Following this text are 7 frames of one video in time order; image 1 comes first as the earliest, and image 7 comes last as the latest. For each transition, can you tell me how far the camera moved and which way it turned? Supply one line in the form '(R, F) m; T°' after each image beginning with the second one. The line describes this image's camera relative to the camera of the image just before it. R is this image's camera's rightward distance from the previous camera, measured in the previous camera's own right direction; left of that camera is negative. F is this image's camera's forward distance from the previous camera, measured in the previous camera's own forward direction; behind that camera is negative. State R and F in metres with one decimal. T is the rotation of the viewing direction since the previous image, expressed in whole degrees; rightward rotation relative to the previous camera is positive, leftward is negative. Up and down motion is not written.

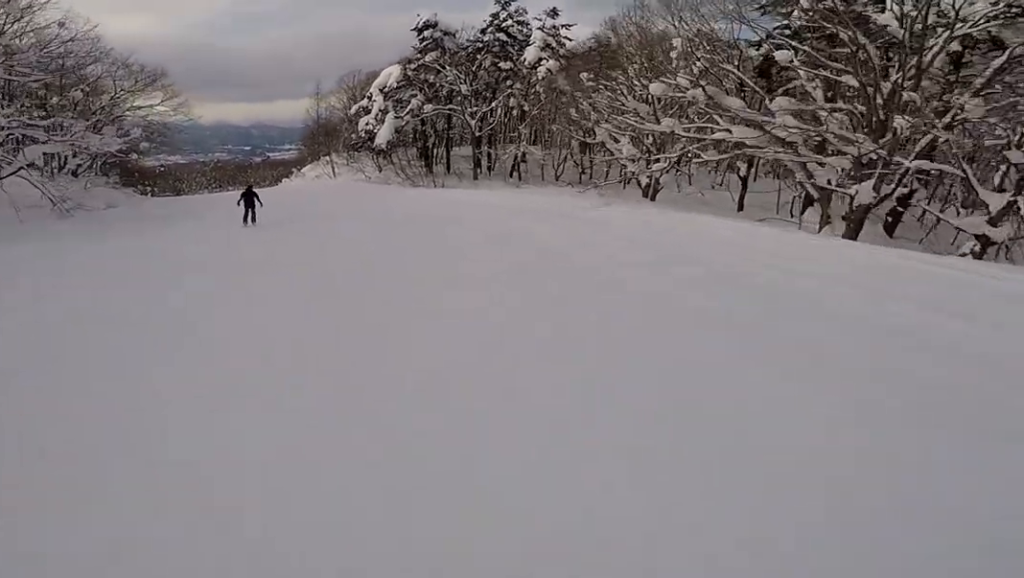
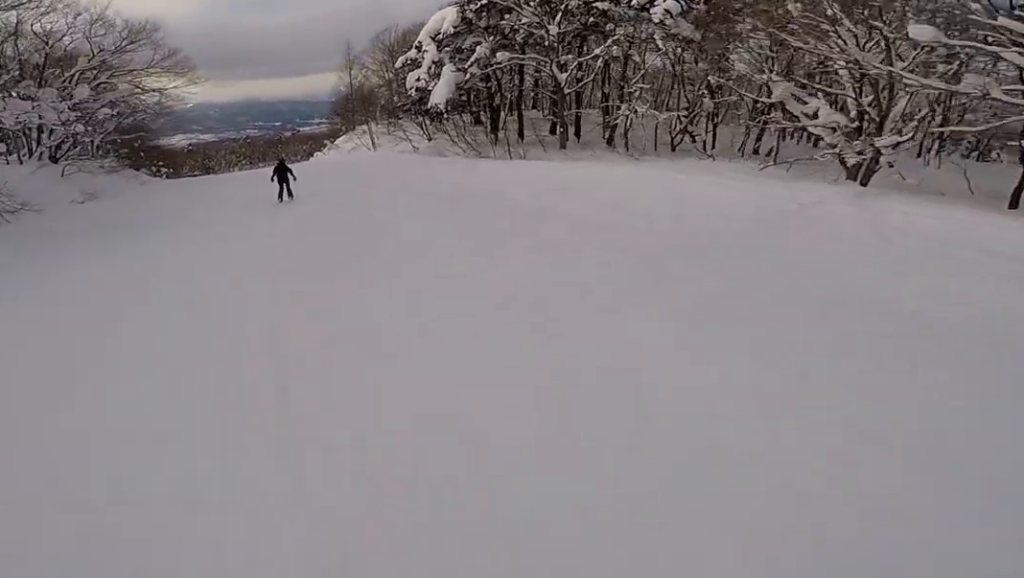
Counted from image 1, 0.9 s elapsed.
(+0.3, +9.6) m; -3°
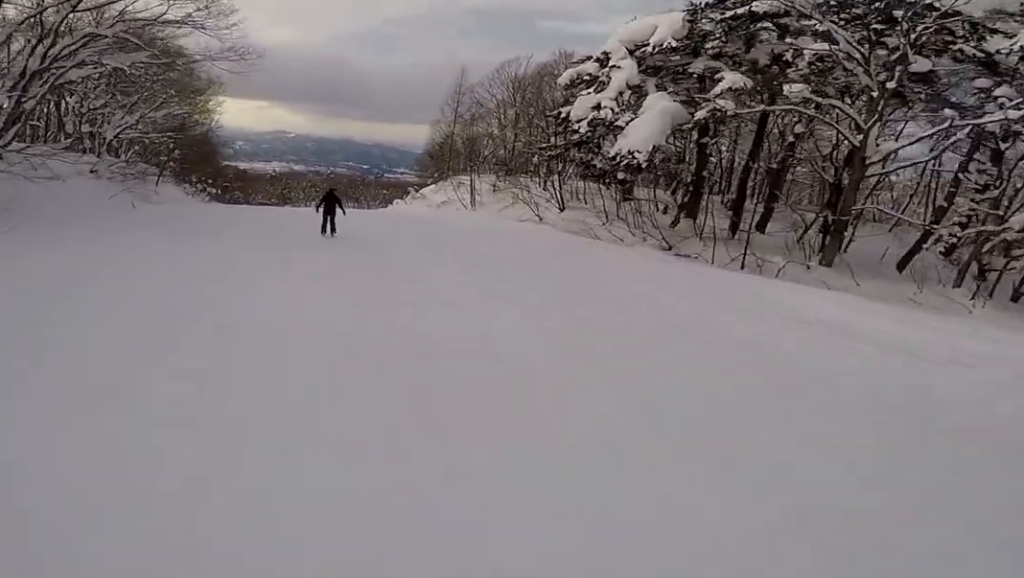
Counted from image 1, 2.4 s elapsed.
(-1.9, +14.3) m; -11°
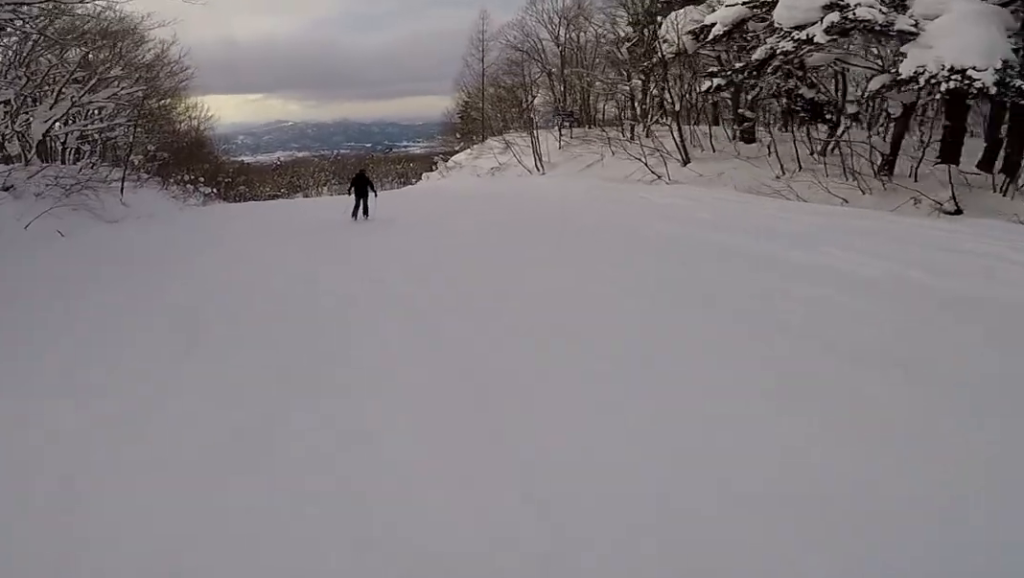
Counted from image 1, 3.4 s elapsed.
(0.0, +9.5) m; +7°
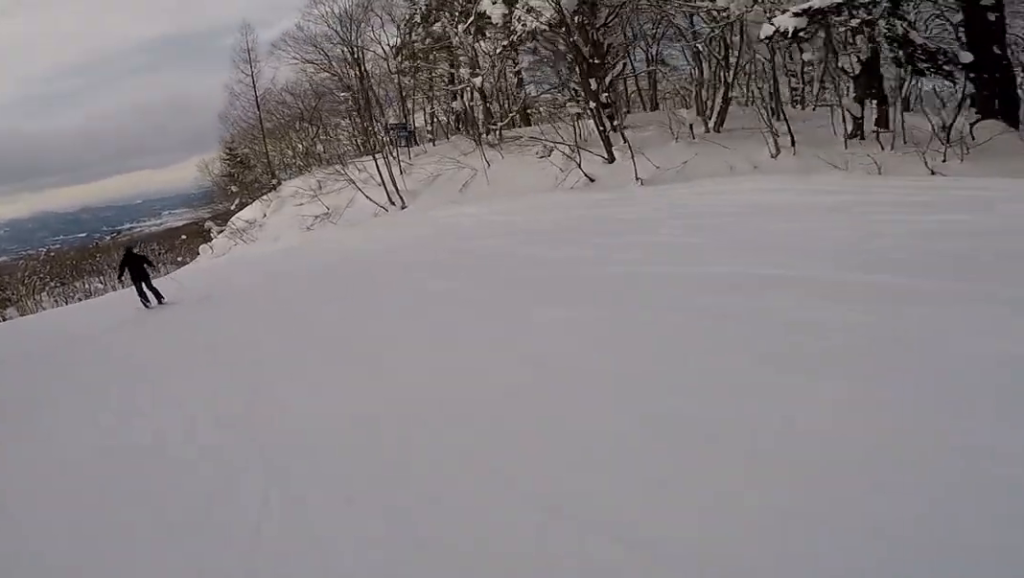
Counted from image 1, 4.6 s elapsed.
(+1.5, +10.8) m; +3°
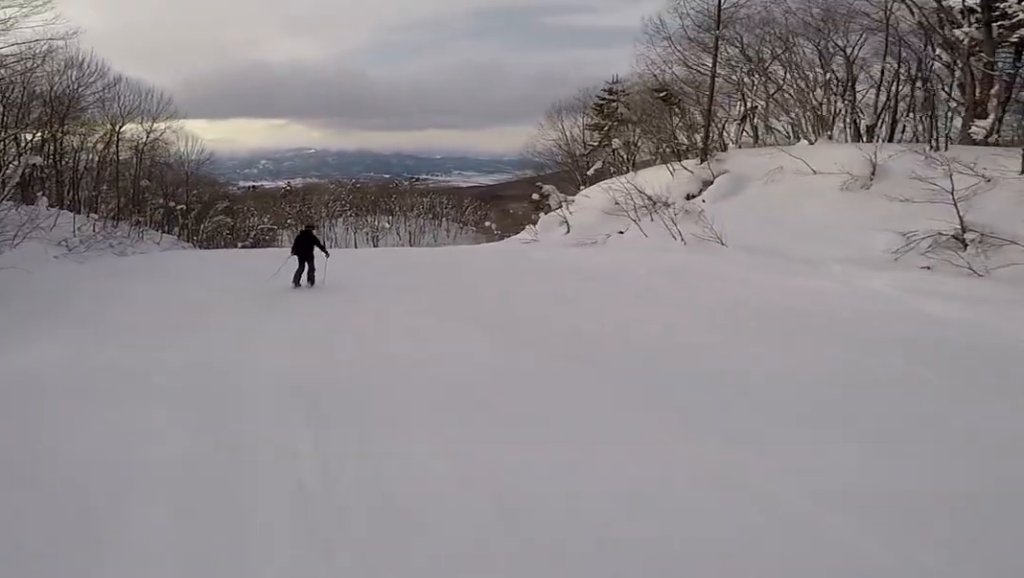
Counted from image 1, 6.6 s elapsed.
(-2.4, +16.1) m; -9°
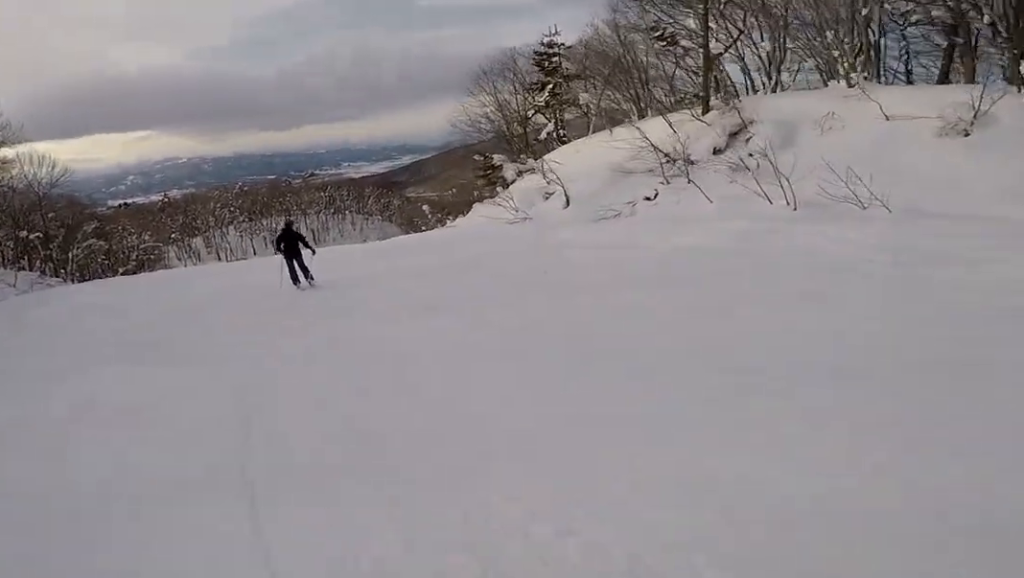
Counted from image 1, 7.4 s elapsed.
(0.0, +5.6) m; +10°
